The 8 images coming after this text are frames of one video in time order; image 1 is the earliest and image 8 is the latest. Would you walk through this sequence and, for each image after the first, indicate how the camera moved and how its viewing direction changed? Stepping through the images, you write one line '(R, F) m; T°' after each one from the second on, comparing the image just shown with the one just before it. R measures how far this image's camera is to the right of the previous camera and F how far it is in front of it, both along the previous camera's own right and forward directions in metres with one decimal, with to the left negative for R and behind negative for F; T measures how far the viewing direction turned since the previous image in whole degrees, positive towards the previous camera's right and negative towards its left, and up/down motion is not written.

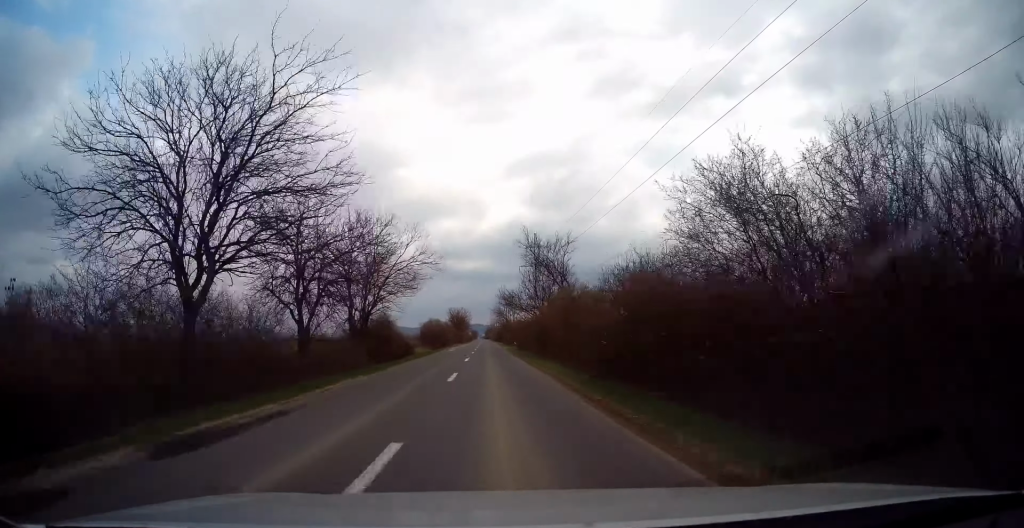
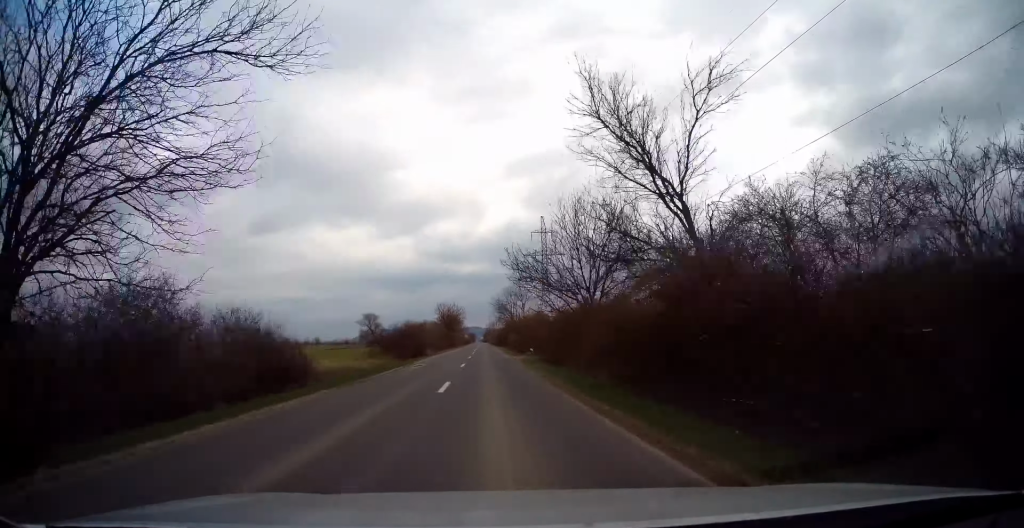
(0.0, +26.0) m; 0°
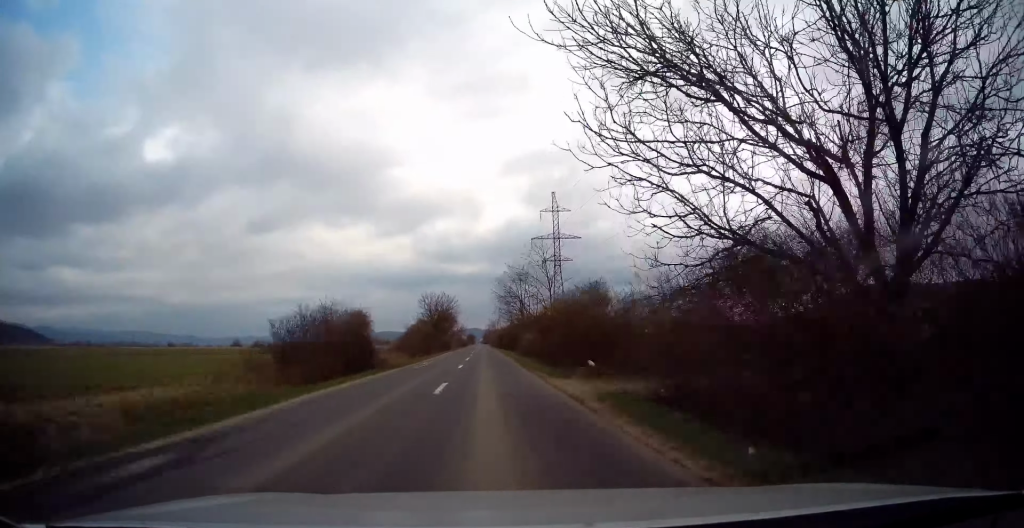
(0.0, +23.3) m; 0°
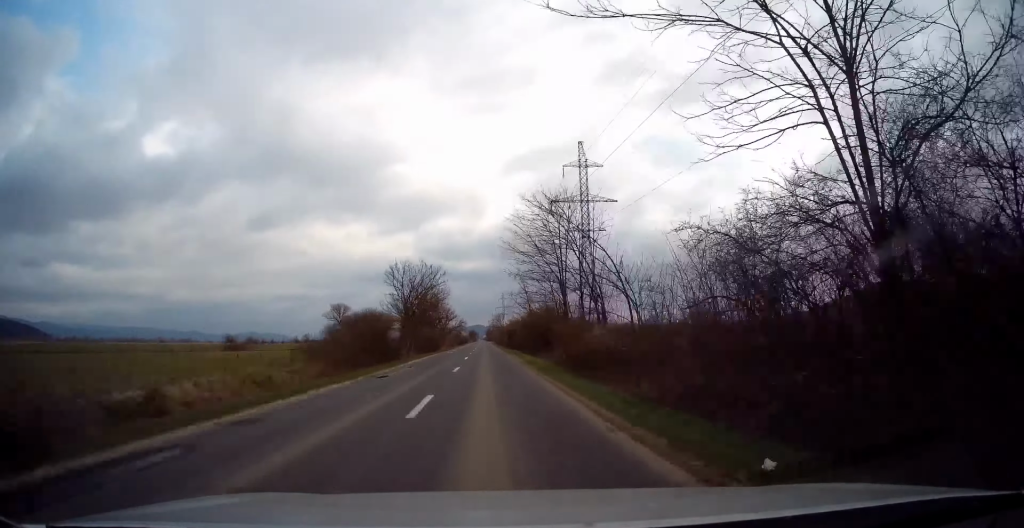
(0.0, +28.0) m; 0°
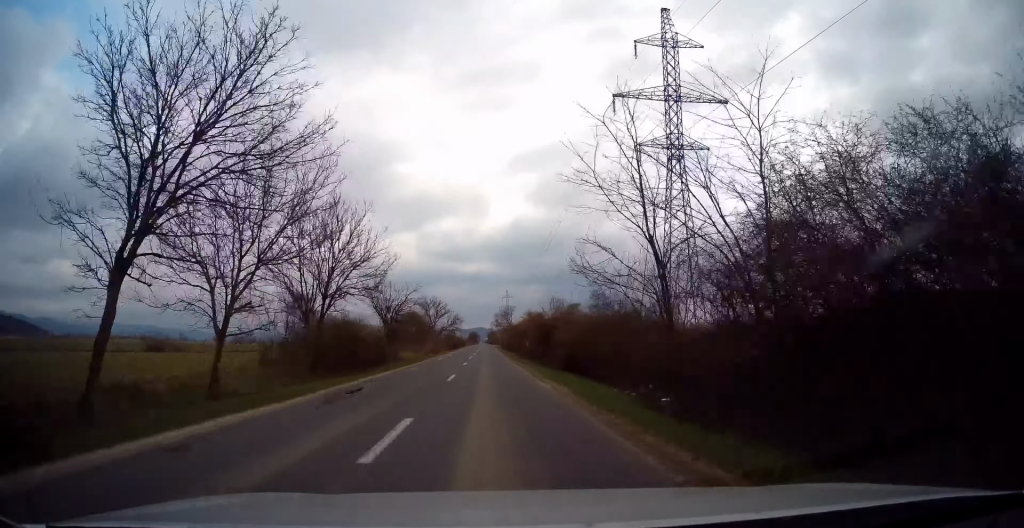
(+0.4, +39.3) m; +1°
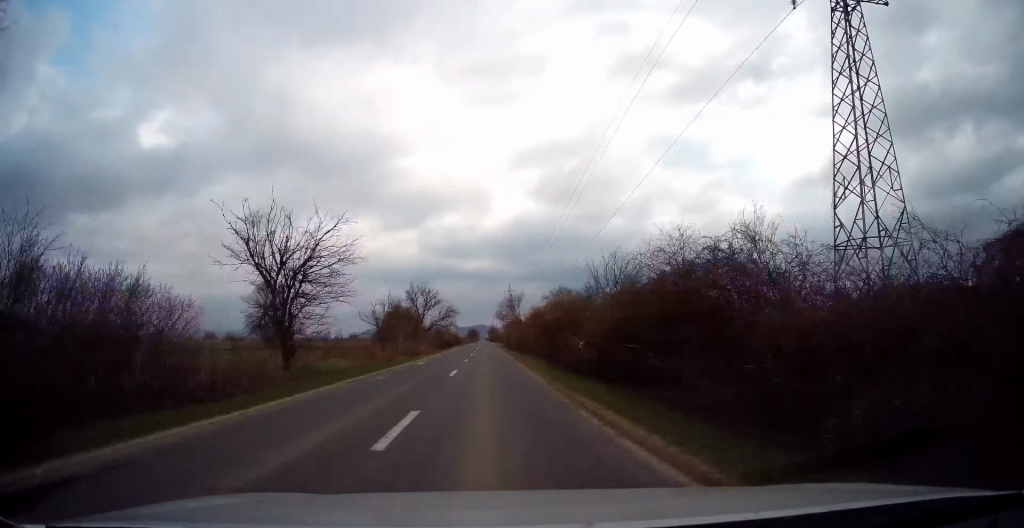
(-0.2, +23.5) m; -1°
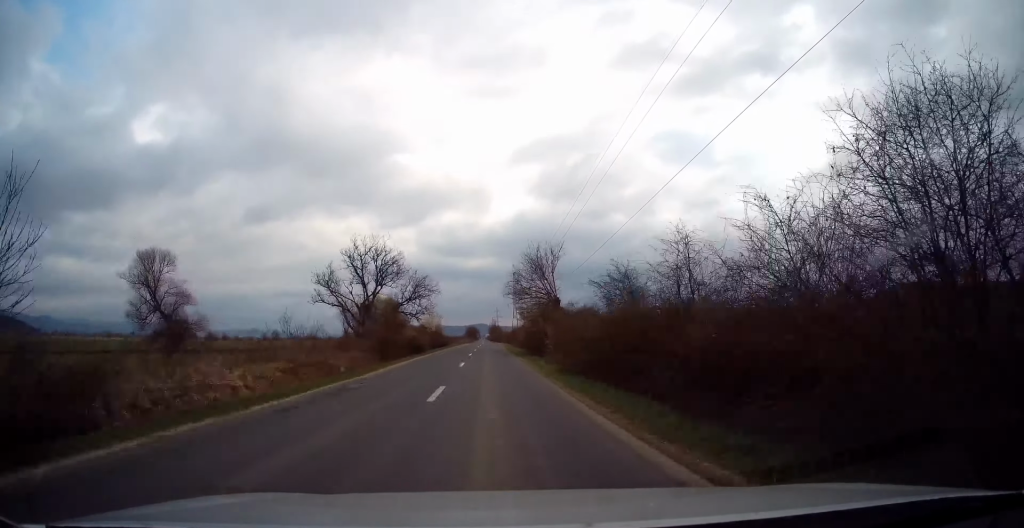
(-0.3, +43.0) m; -1°
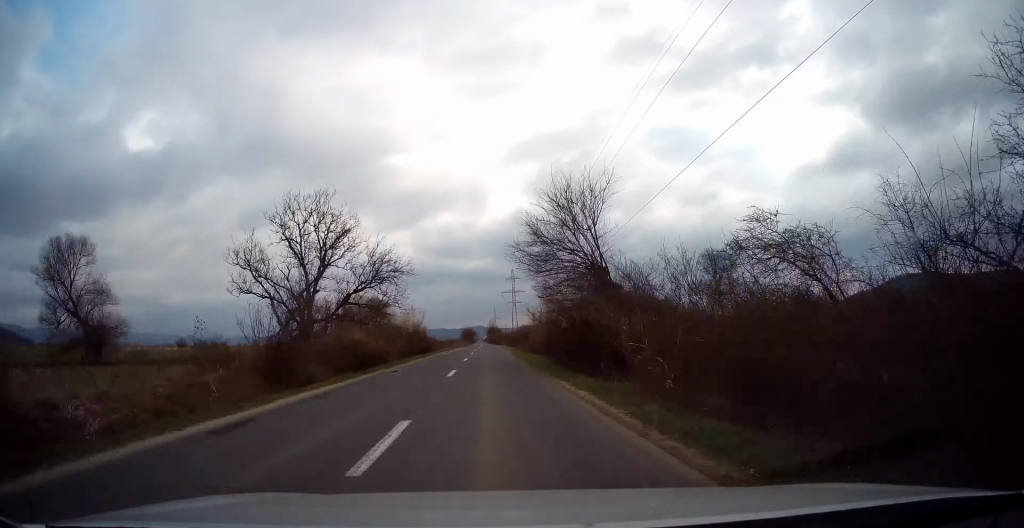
(+0.1, +17.8) m; -1°
